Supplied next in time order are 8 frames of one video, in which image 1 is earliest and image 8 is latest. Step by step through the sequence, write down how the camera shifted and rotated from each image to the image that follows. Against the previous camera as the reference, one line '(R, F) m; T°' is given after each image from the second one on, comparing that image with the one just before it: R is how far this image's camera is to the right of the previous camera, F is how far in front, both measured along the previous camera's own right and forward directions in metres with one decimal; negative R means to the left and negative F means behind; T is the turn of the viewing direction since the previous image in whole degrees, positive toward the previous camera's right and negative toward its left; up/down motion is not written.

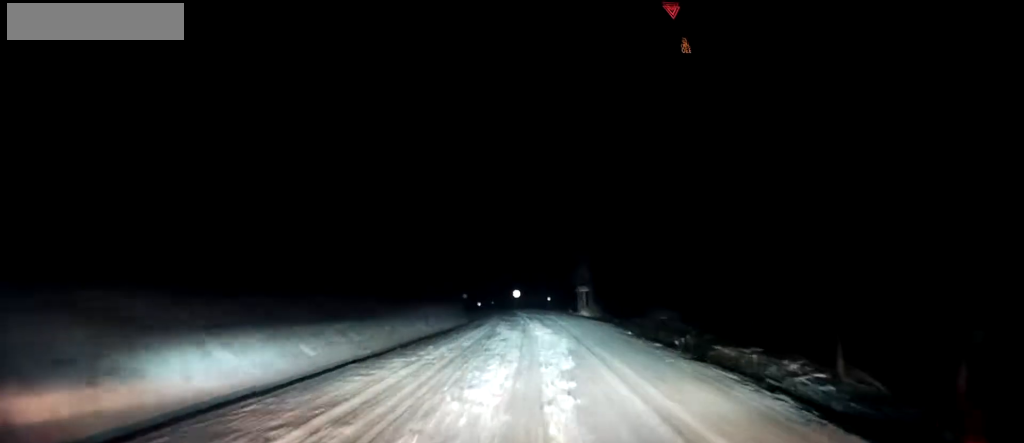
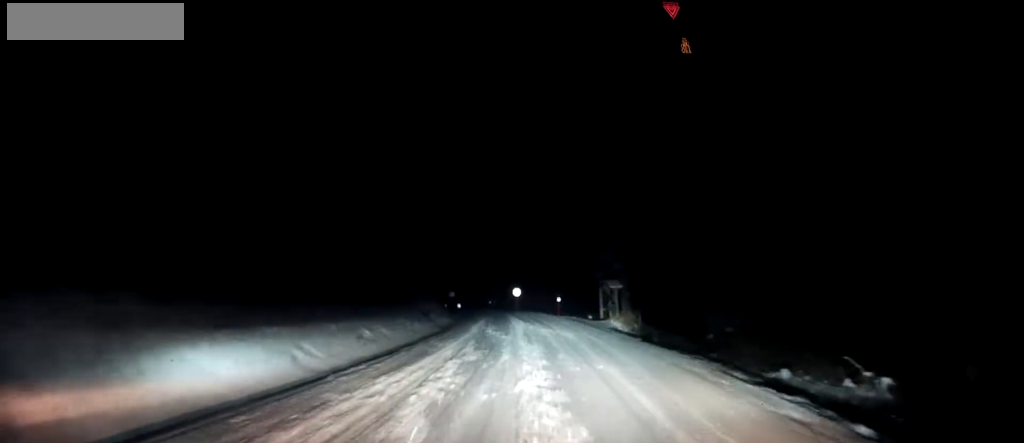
(+0.5, +16.9) m; +2°
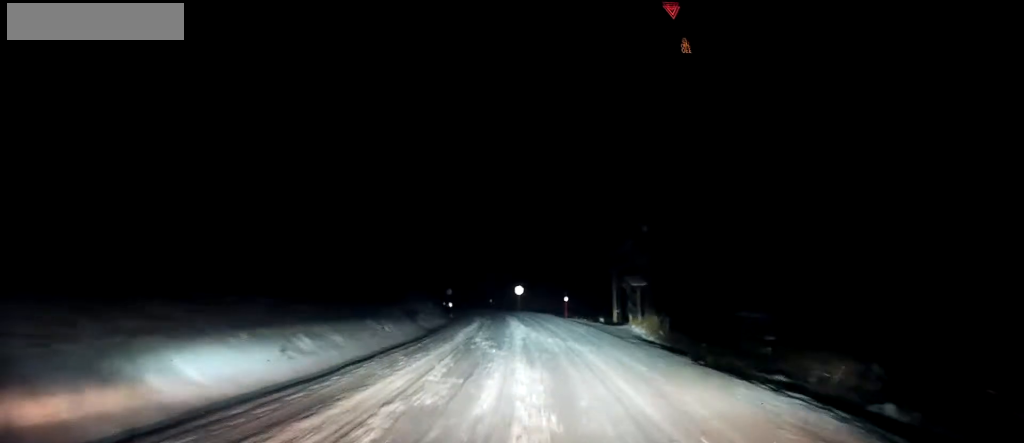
(0.0, +5.5) m; 0°
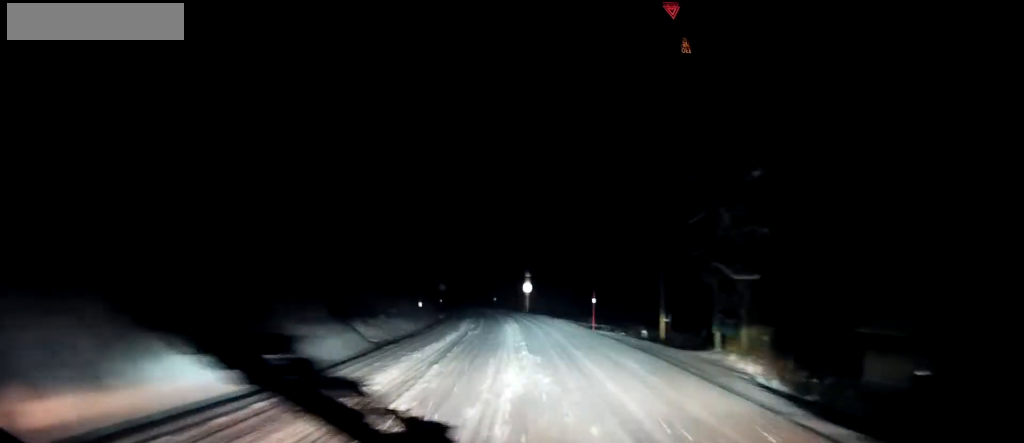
(+0.1, +11.5) m; -2°
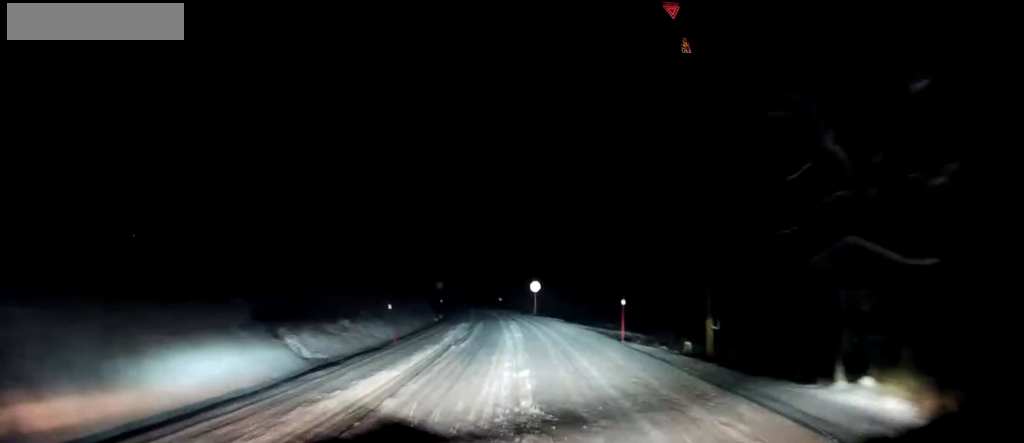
(-0.2, +5.9) m; 0°
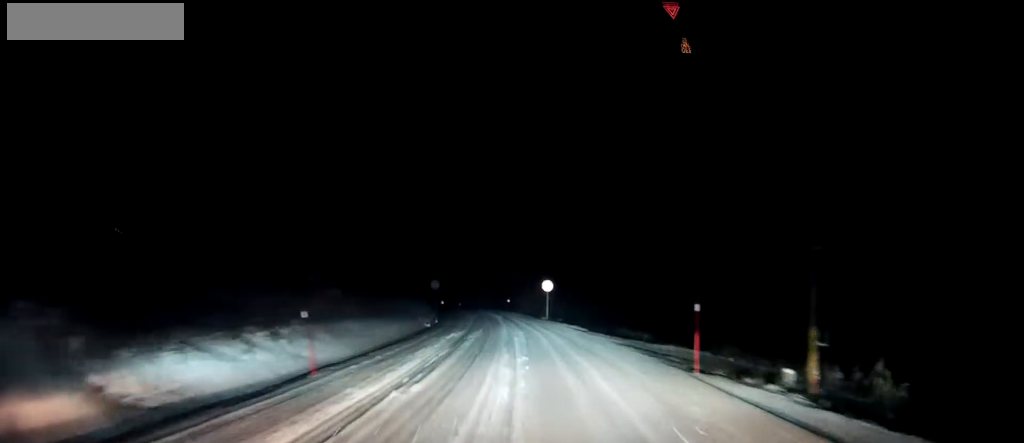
(-0.2, +7.1) m; 0°
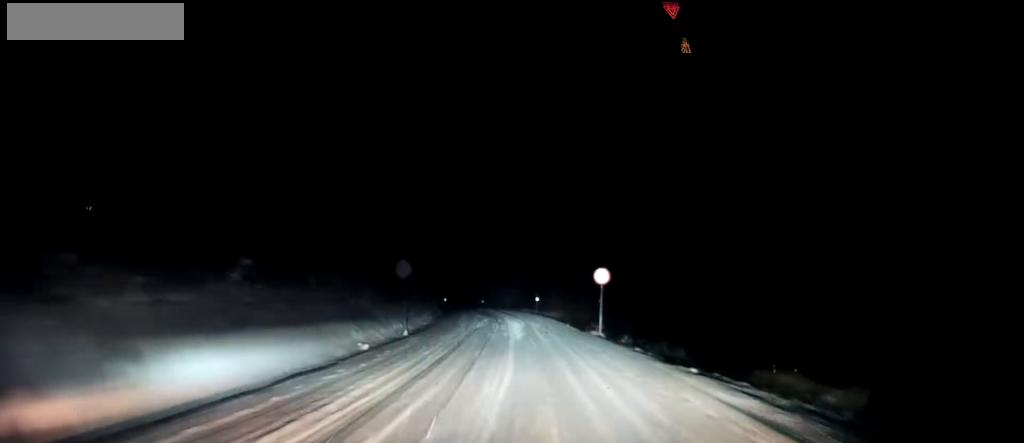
(+0.1, +17.1) m; -2°
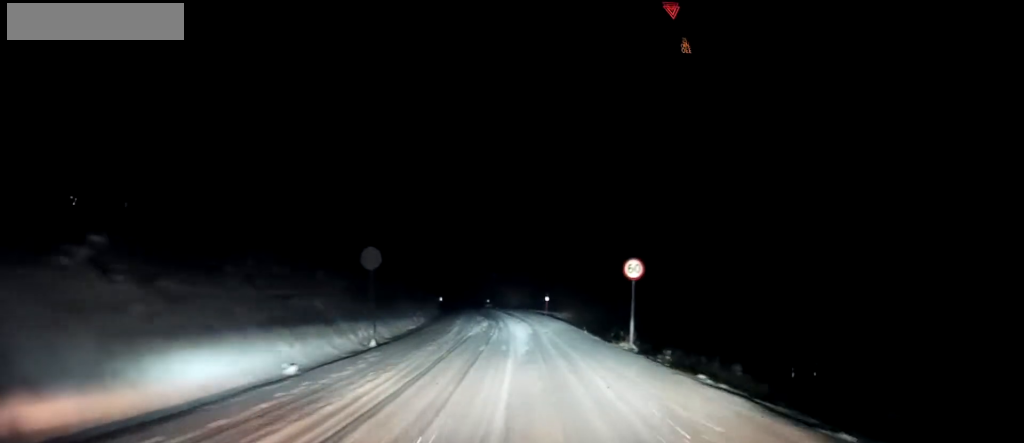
(-0.1, +5.6) m; -1°
